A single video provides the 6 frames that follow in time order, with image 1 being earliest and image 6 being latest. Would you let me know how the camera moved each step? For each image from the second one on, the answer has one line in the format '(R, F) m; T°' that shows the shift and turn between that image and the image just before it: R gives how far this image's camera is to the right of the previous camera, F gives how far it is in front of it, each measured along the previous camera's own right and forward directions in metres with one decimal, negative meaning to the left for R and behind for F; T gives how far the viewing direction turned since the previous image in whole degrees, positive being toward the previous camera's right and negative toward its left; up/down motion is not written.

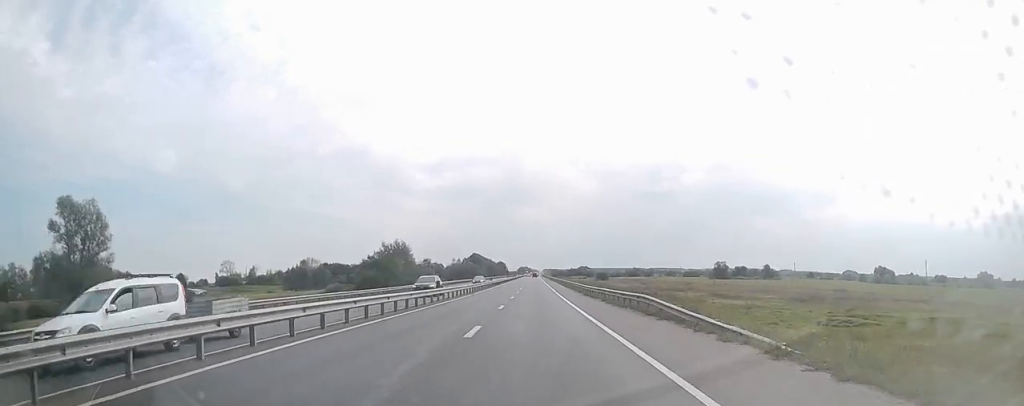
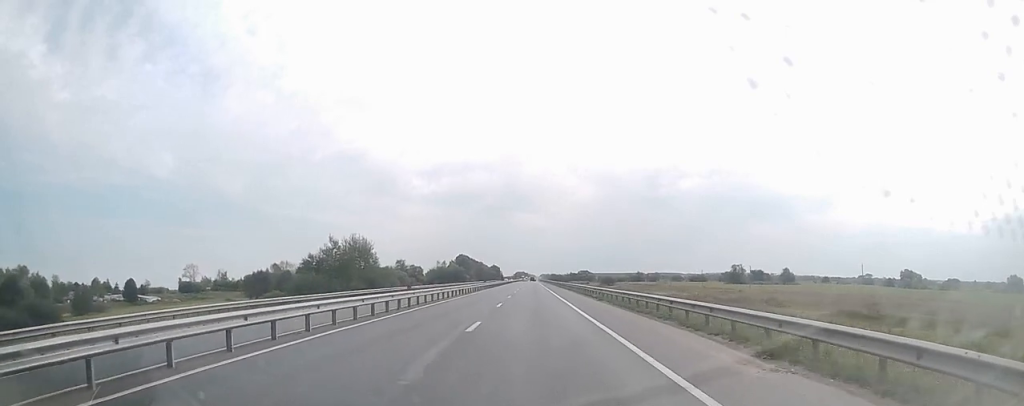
(-0.2, +46.7) m; 0°
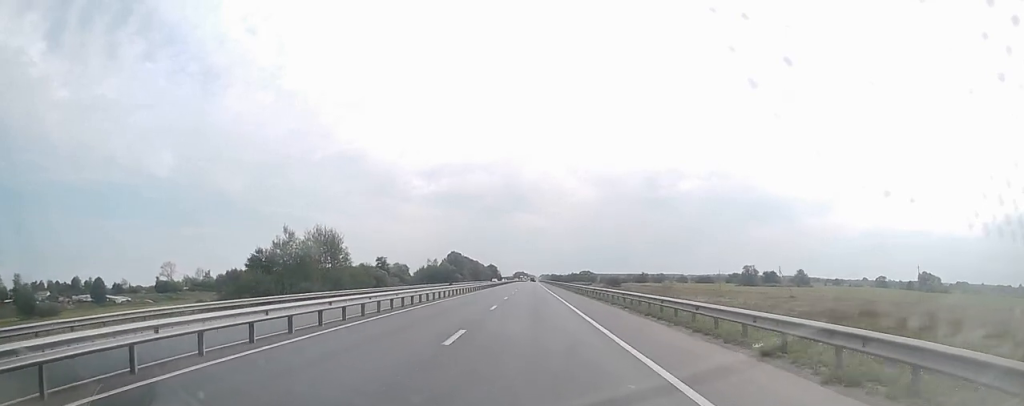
(+0.4, +26.7) m; +1°
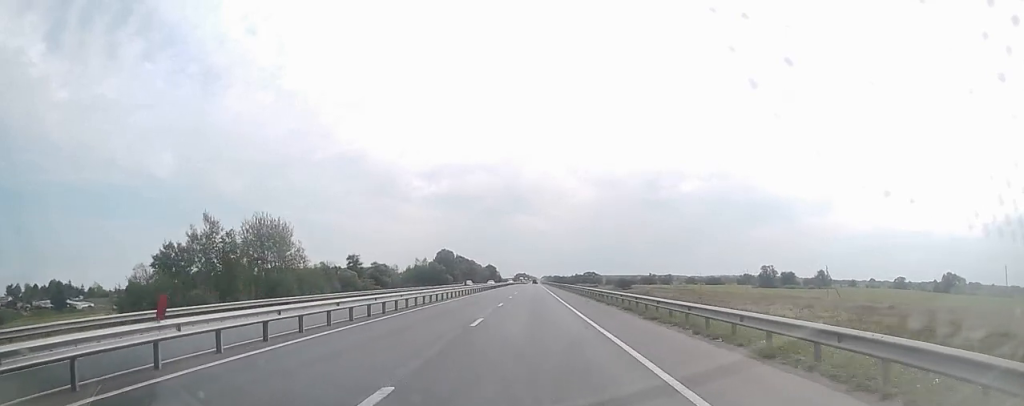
(0.0, +31.6) m; 0°
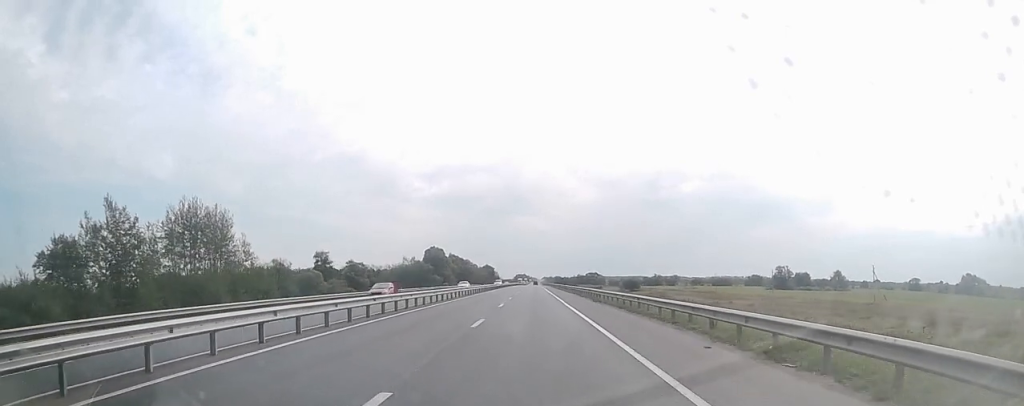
(-0.2, +24.3) m; -1°
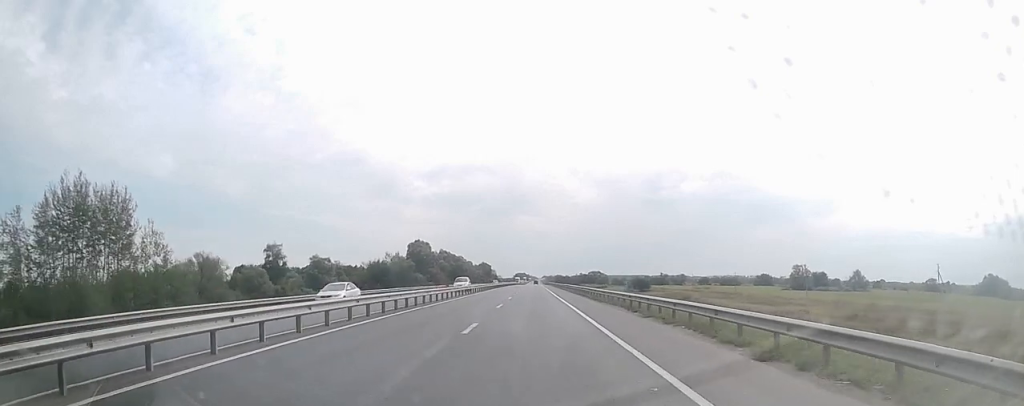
(0.0, +25.9) m; 0°
